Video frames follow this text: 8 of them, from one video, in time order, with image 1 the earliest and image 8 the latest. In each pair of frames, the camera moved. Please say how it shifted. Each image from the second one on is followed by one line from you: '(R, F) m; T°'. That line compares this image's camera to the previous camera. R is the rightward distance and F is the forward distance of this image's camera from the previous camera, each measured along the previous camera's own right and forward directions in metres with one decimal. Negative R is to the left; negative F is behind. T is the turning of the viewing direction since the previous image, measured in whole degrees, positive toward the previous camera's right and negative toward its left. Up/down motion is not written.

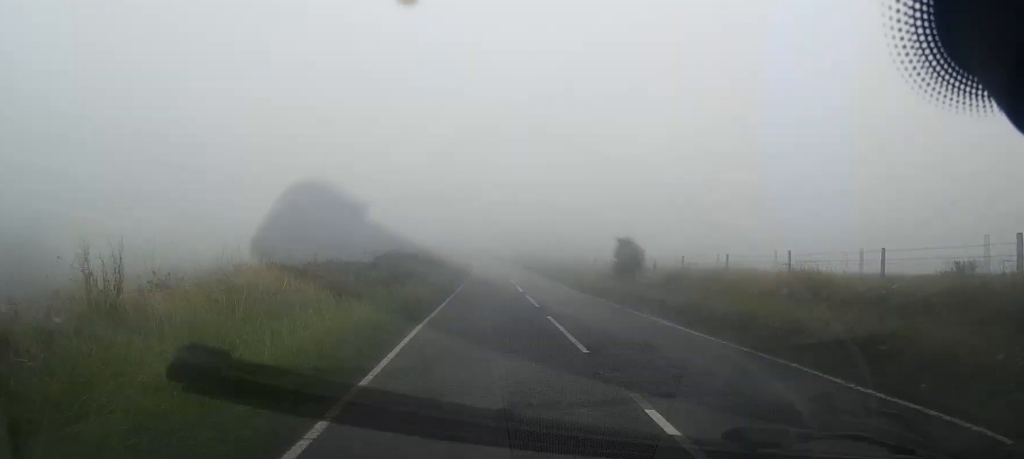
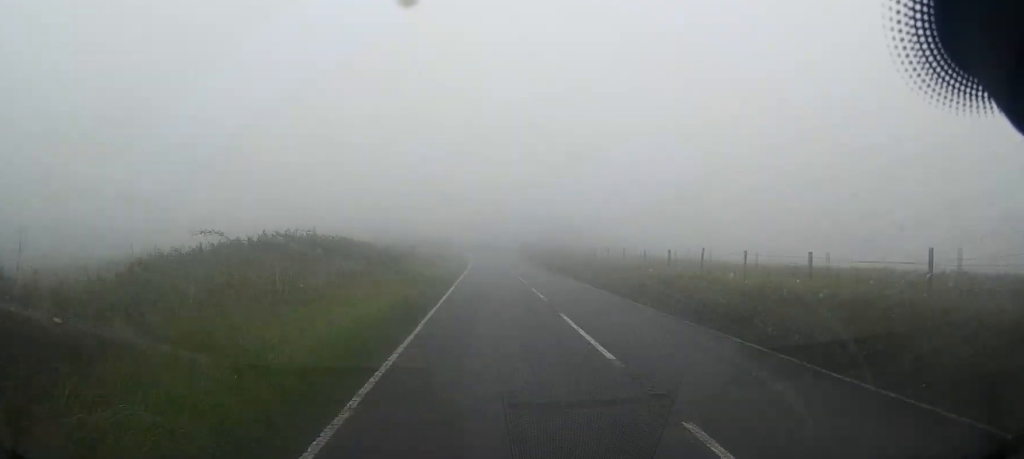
(0.0, +19.5) m; 0°
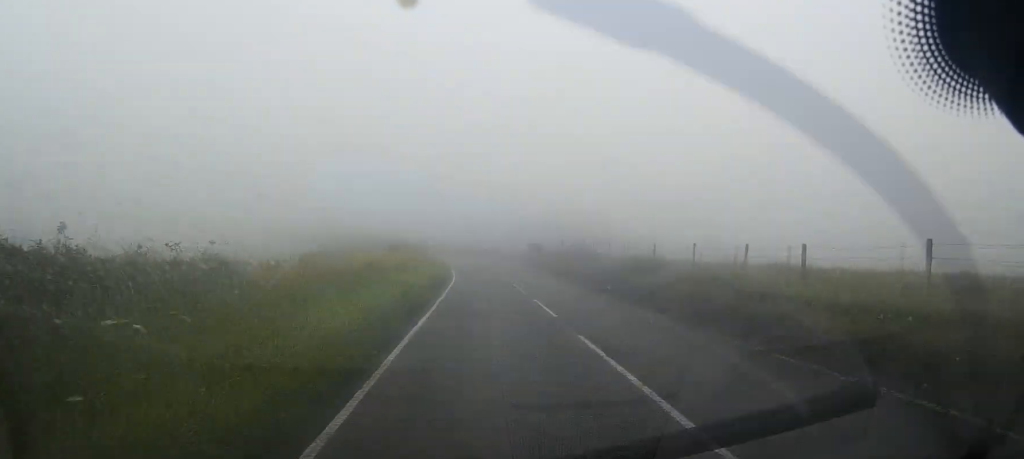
(0.0, +21.7) m; 0°
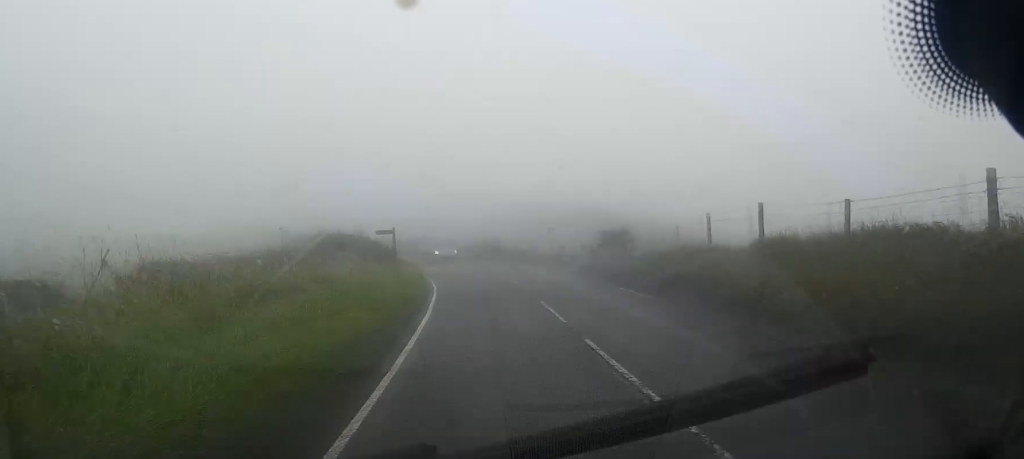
(-0.1, +26.8) m; -1°
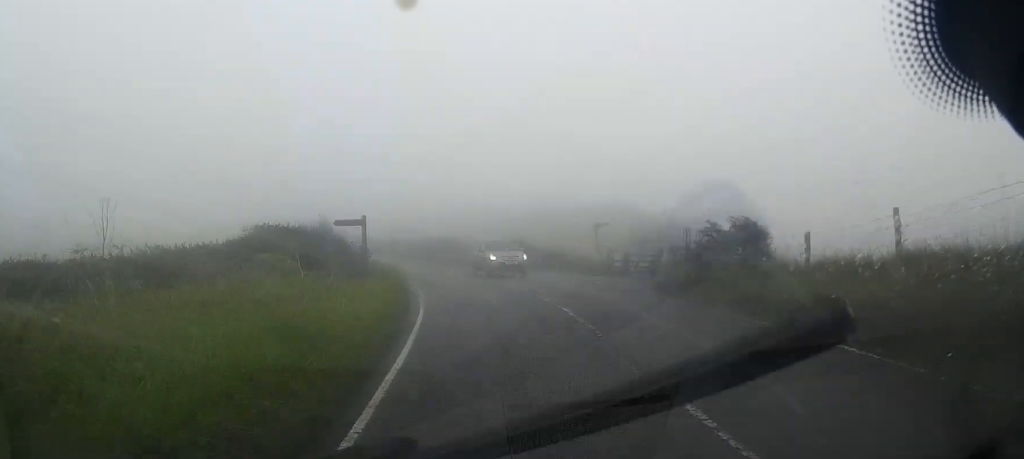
(+0.4, +10.0) m; -6°
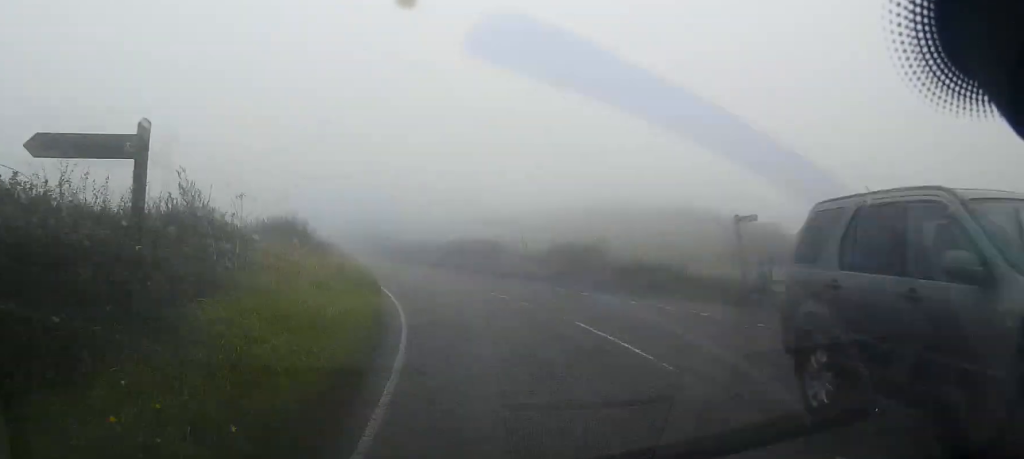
(-1.6, +12.7) m; -9°
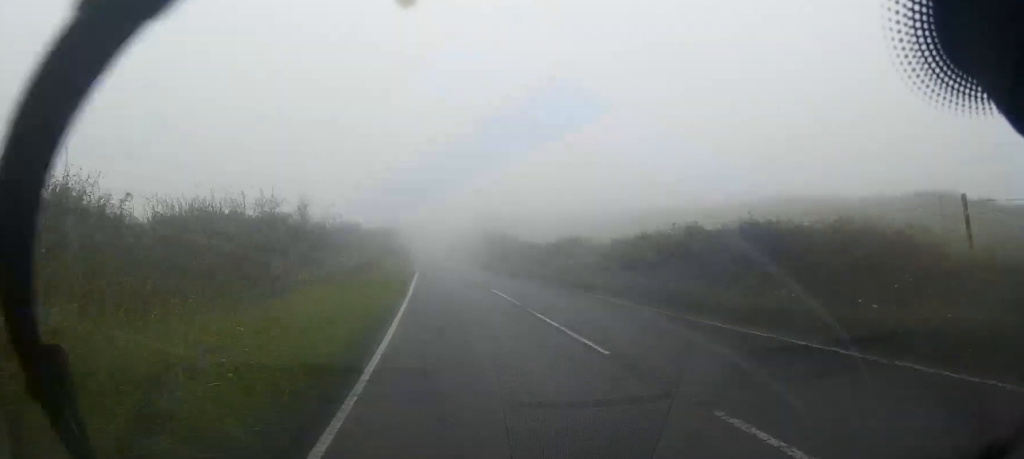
(-1.6, +24.4) m; -4°
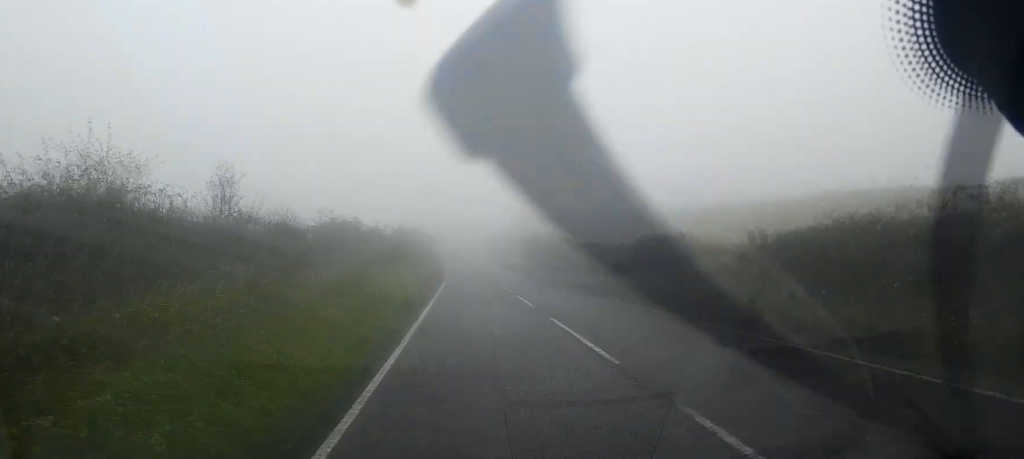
(0.0, +8.8) m; 0°
